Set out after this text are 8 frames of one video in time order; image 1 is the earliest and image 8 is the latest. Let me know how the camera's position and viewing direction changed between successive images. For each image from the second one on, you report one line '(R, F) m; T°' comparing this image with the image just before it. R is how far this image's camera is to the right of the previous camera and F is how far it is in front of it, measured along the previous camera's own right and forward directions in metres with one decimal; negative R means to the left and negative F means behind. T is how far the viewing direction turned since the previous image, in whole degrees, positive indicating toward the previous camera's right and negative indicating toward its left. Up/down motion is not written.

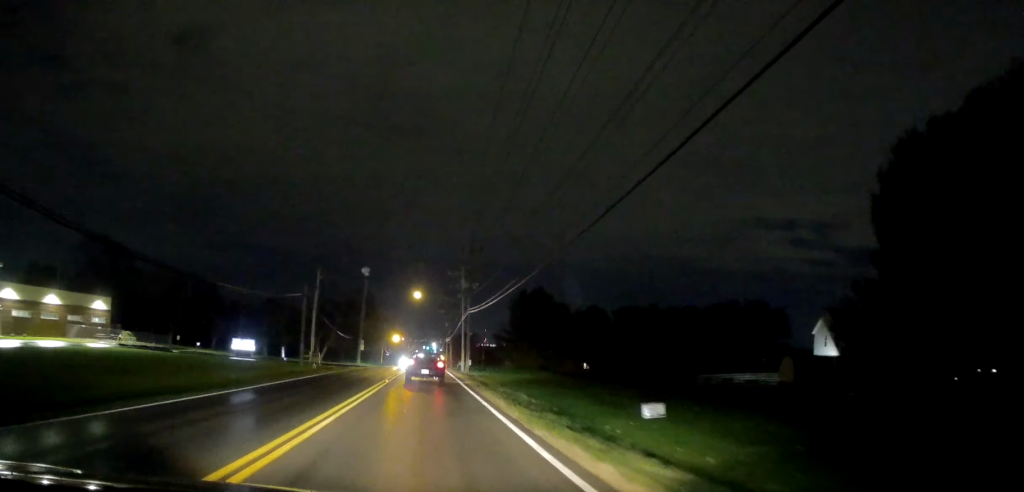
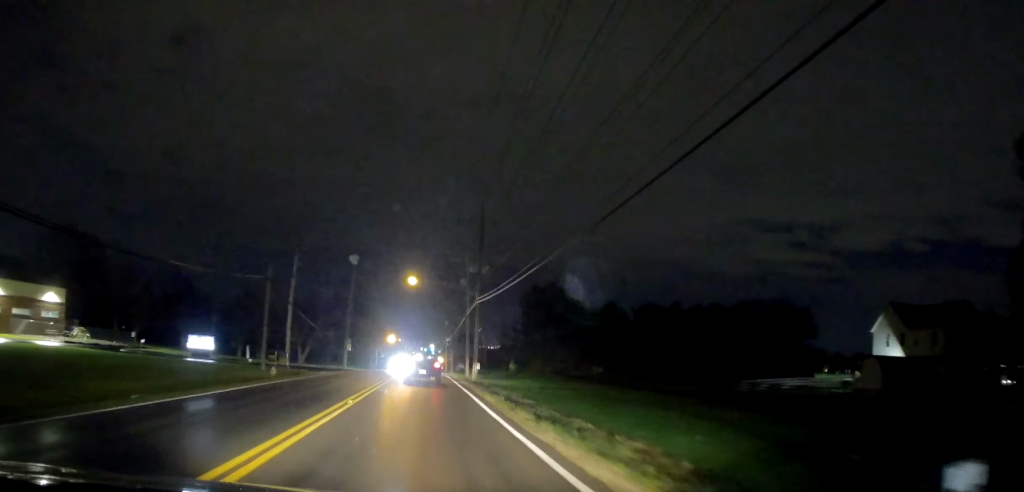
(0.0, +12.6) m; 0°
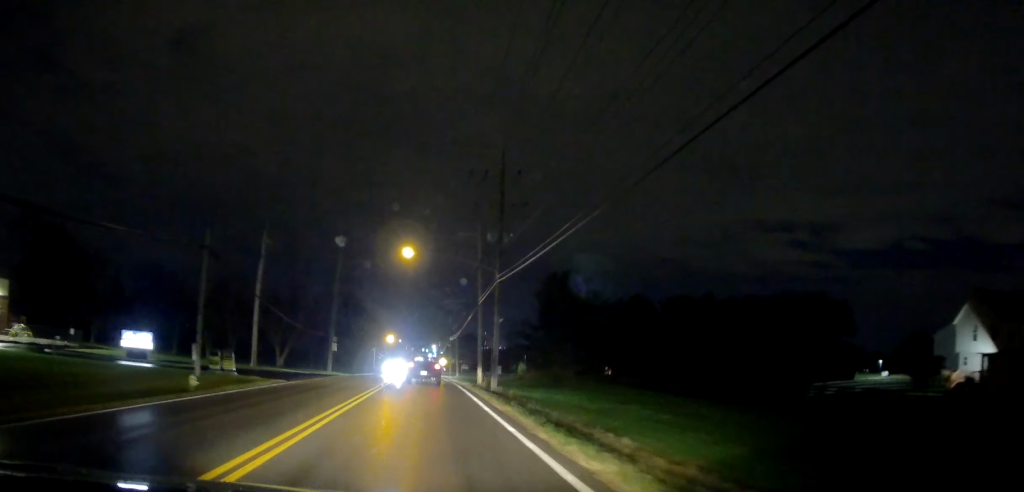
(0.0, +13.1) m; 0°
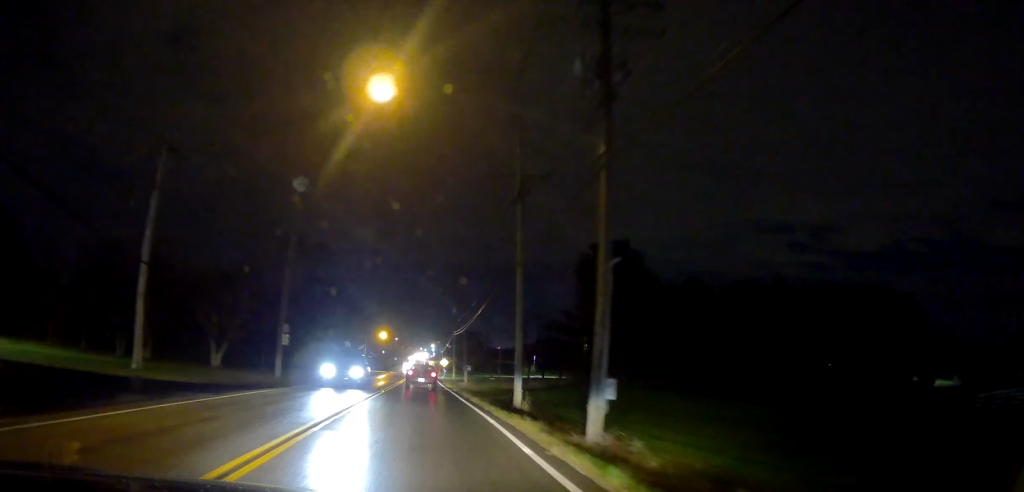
(0.0, +21.6) m; 0°
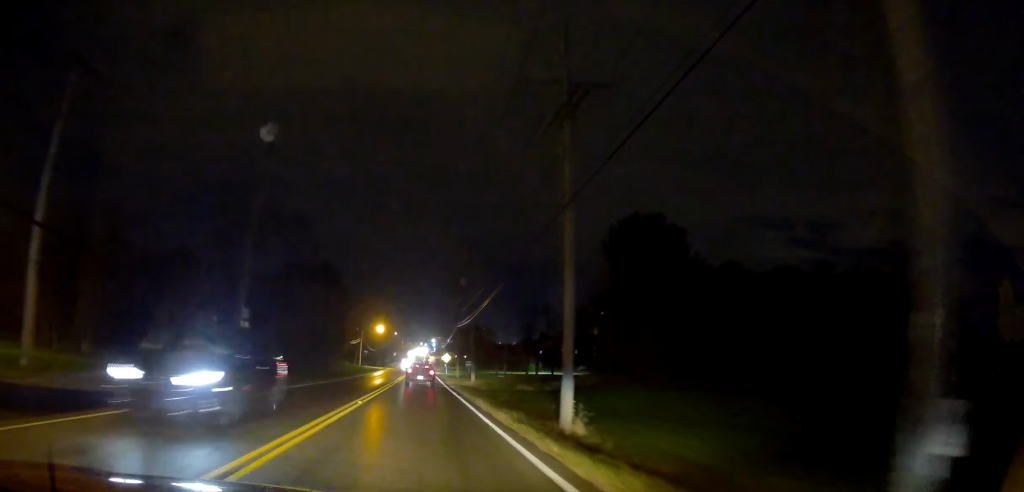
(0.0, +9.3) m; 0°
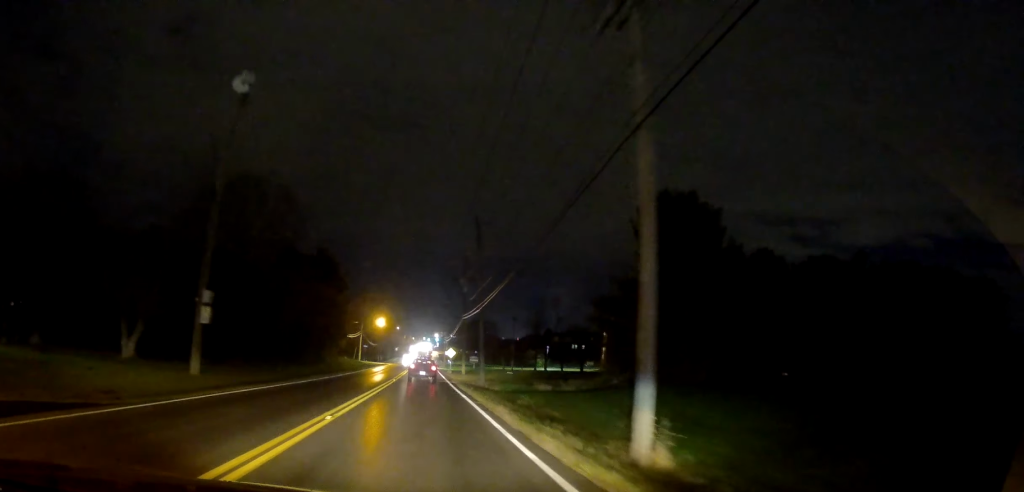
(0.0, +5.9) m; 0°
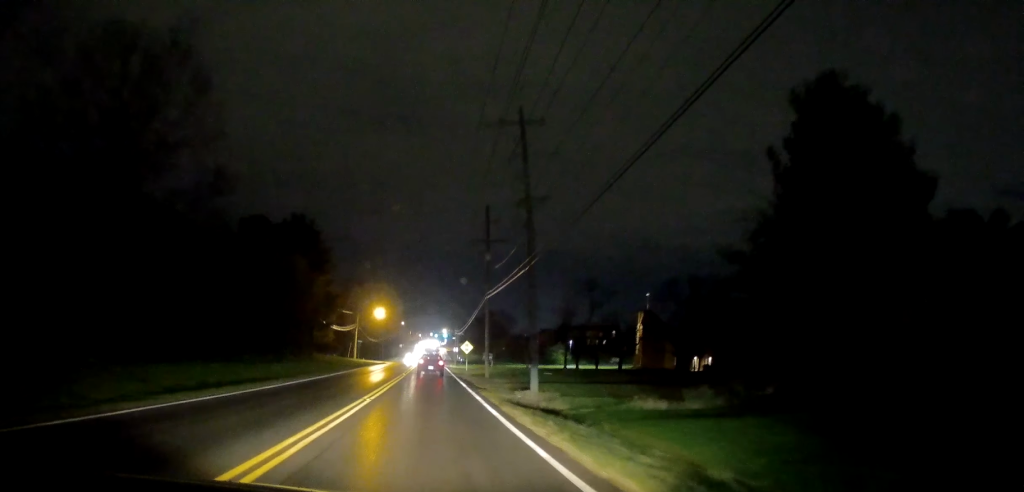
(0.0, +18.8) m; -1°
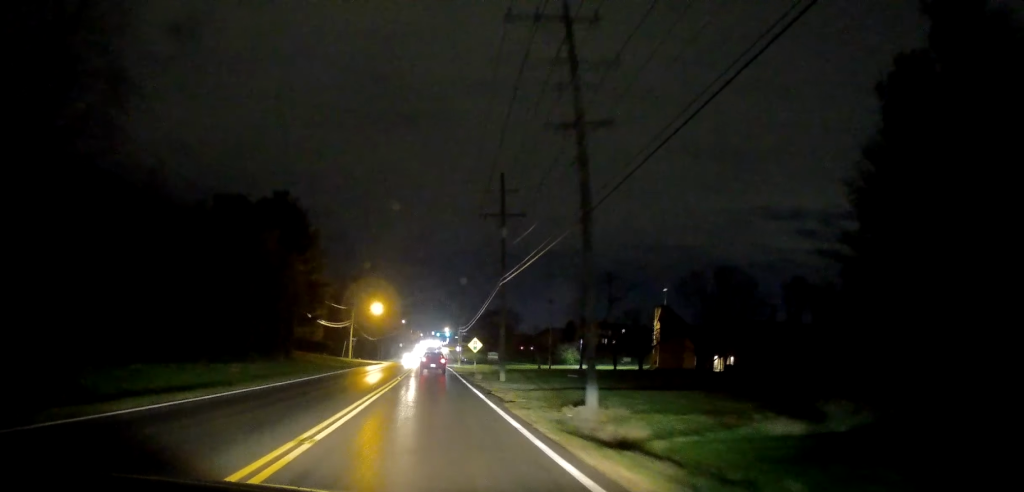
(+0.1, +8.6) m; -1°
